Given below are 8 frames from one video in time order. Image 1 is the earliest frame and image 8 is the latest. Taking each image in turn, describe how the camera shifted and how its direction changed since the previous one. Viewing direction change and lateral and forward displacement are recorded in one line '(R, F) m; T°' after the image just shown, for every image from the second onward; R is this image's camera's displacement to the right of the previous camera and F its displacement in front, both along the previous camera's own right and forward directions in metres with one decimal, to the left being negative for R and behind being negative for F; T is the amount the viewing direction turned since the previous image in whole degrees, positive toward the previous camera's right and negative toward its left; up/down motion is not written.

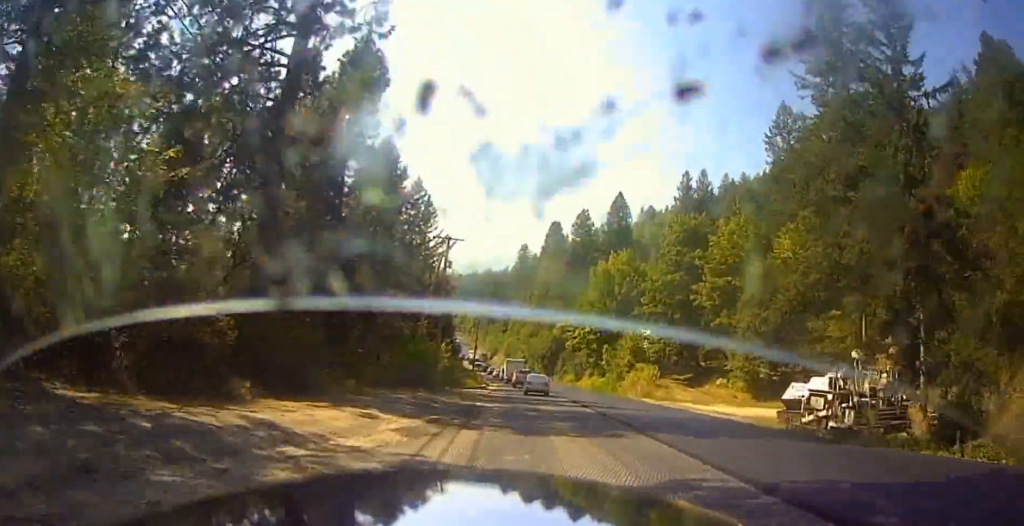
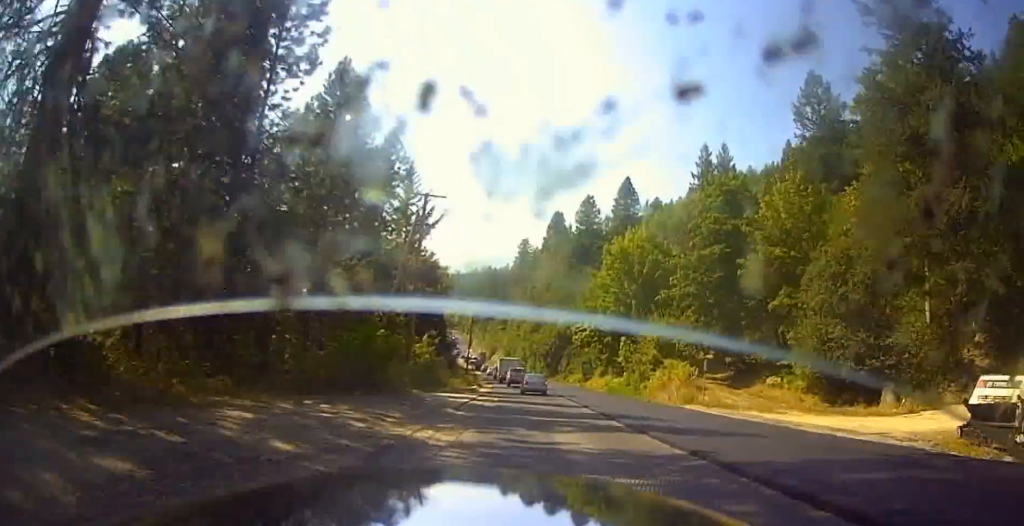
(+0.1, +11.6) m; -2°
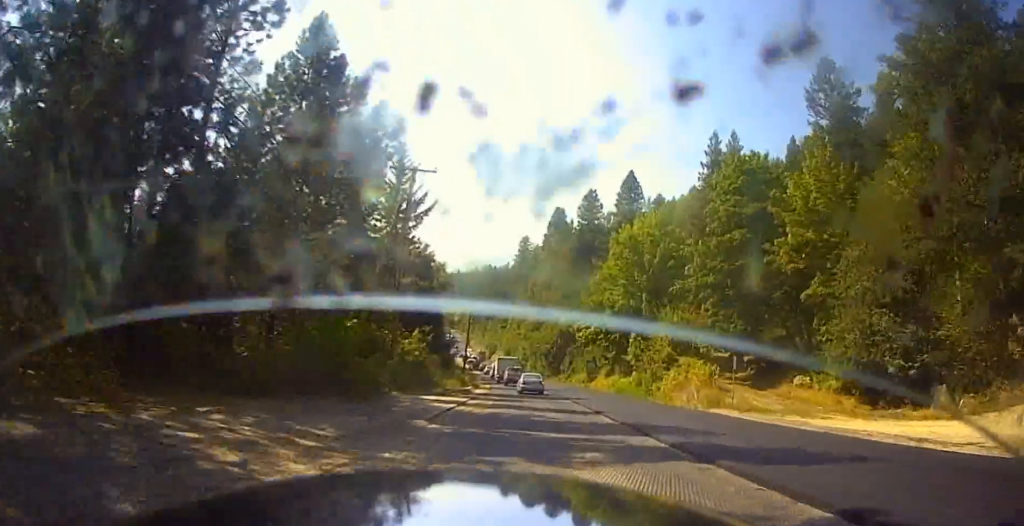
(+0.1, +4.8) m; -3°
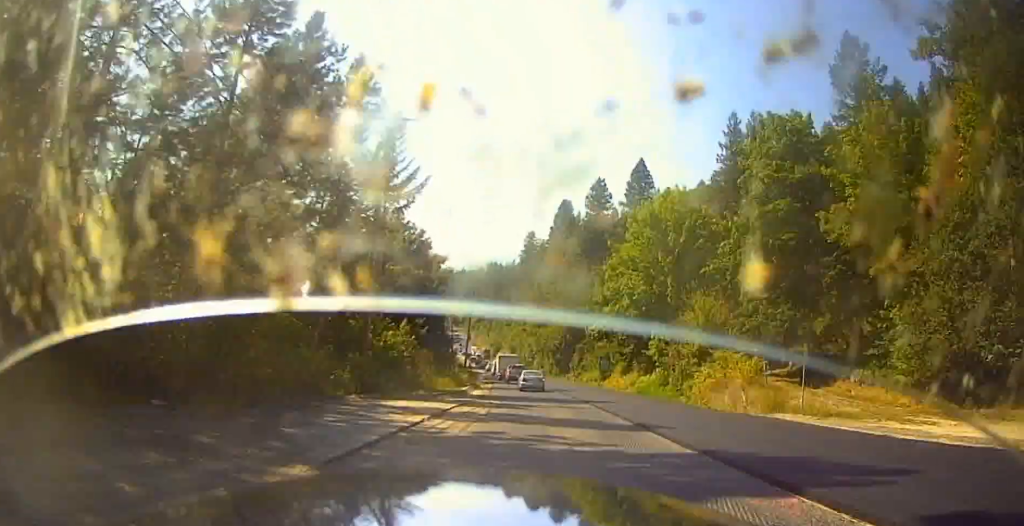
(-0.7, +6.8) m; -5°
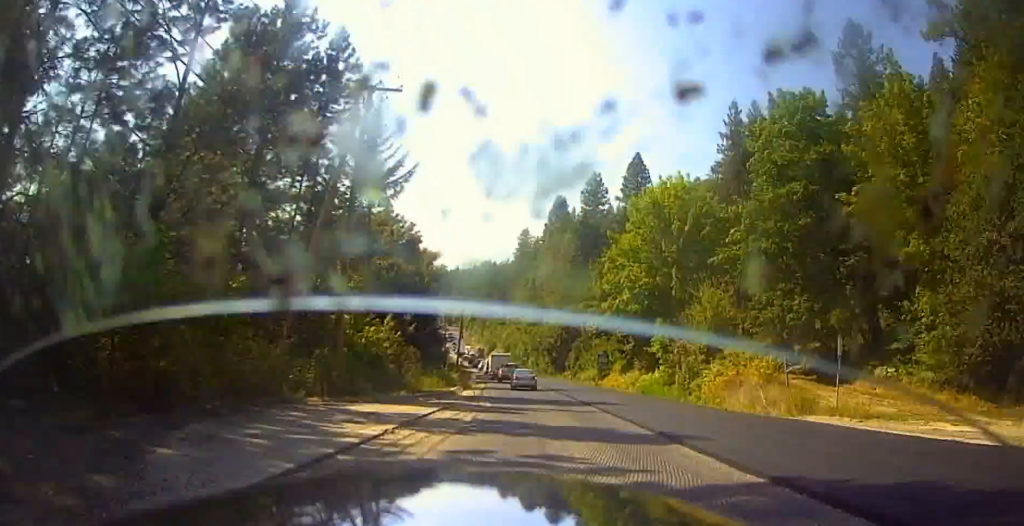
(0.0, +2.9) m; +1°
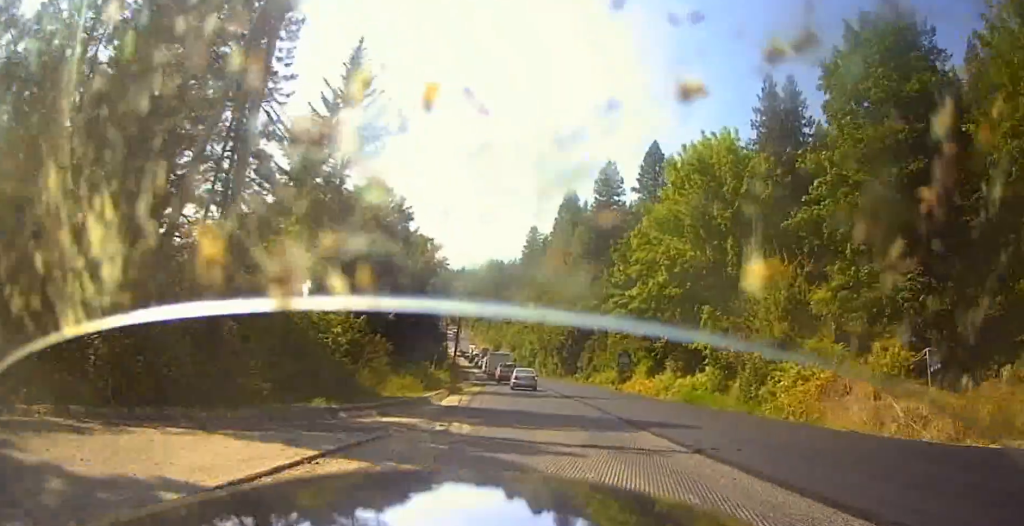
(+0.2, +10.6) m; +3°
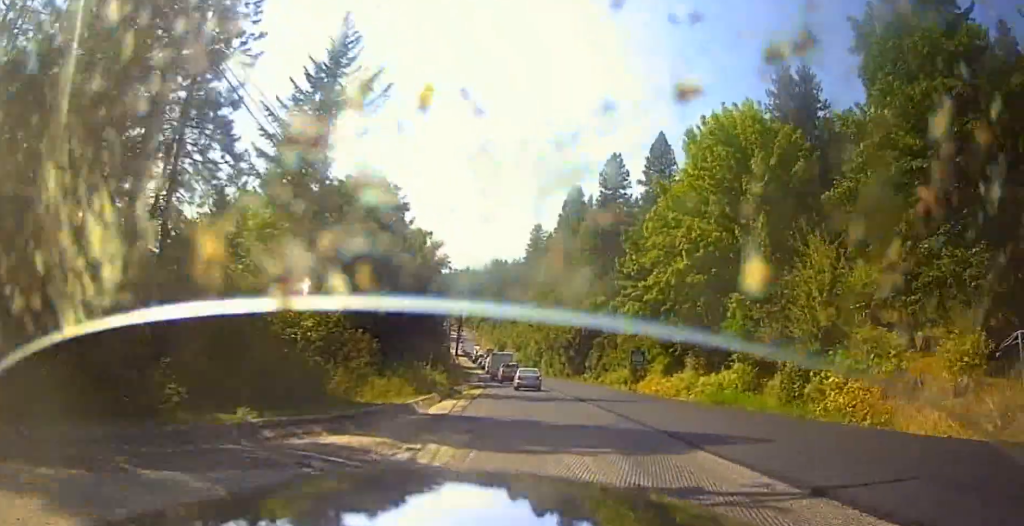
(0.0, +4.0) m; +2°
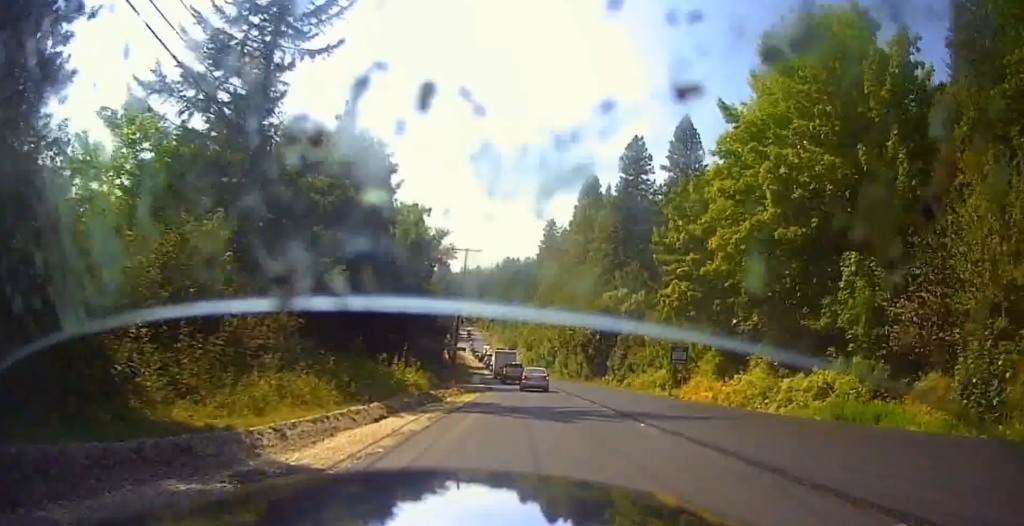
(+0.6, +9.8) m; +6°
